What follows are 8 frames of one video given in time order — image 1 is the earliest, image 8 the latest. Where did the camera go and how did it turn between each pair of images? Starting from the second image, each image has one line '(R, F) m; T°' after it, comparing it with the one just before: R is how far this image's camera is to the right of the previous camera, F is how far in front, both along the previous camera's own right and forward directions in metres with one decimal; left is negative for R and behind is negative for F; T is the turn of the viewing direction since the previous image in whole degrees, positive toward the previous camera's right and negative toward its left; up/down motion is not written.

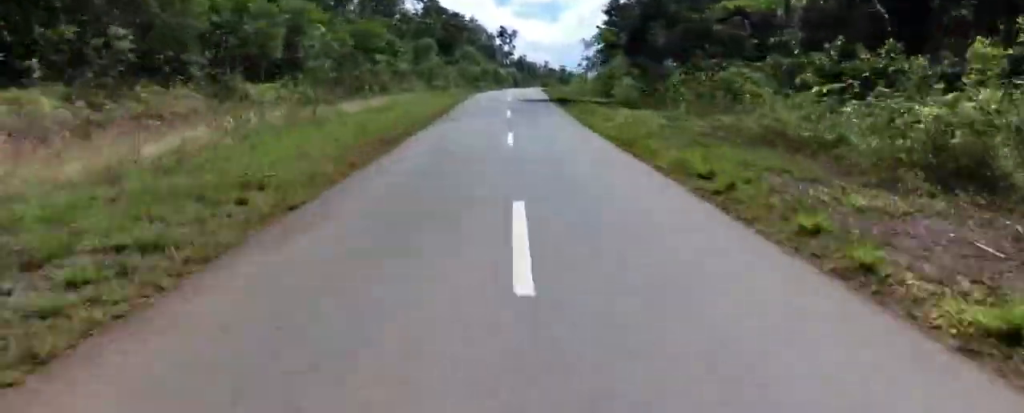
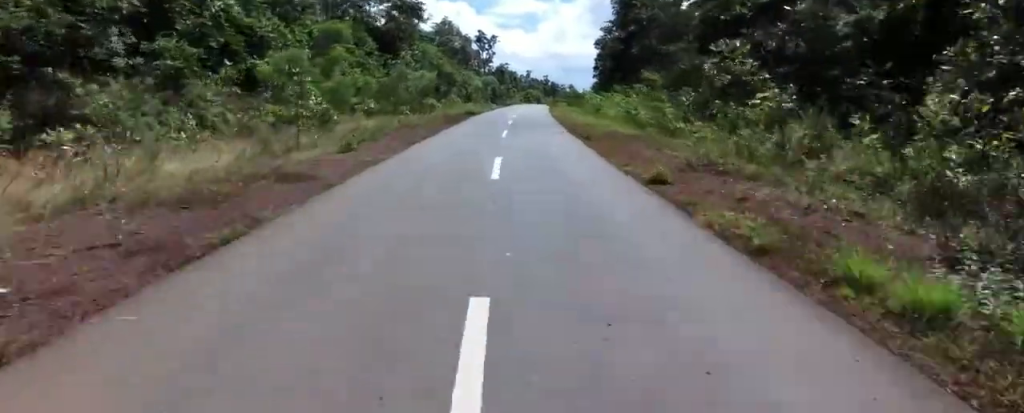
(-0.5, +35.5) m; 0°
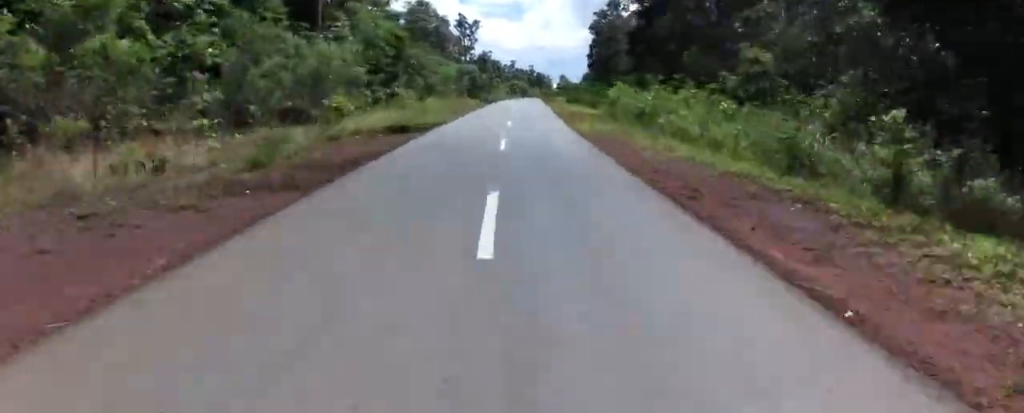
(+0.3, +20.9) m; +2°
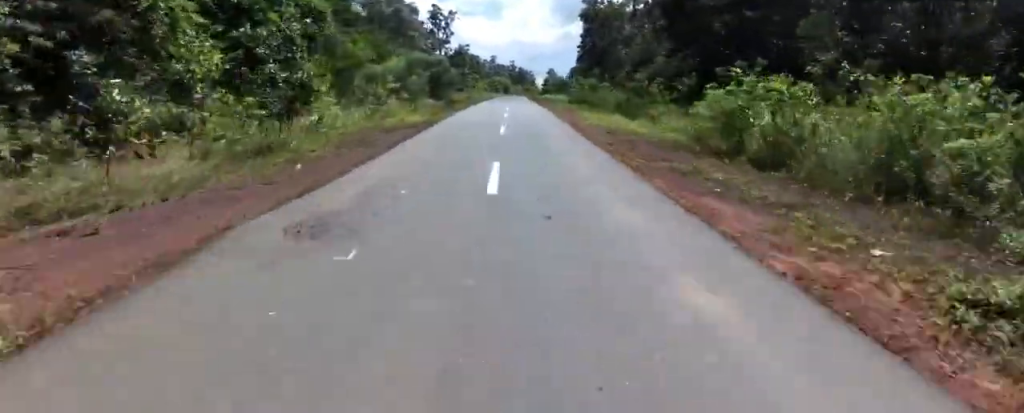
(+0.6, +22.8) m; +3°
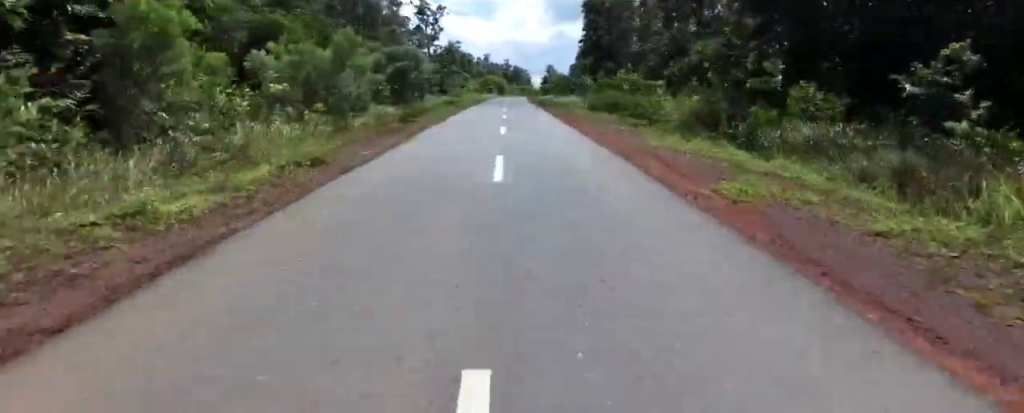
(-0.4, +15.7) m; +3°
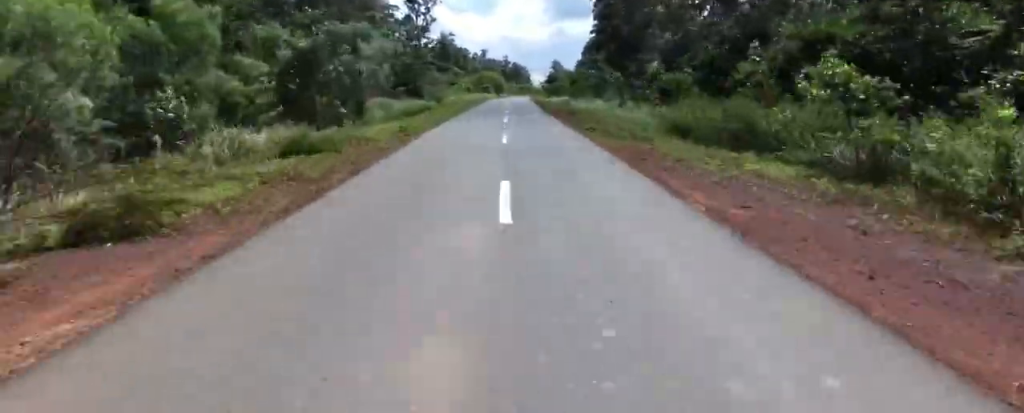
(+1.3, +17.8) m; +2°
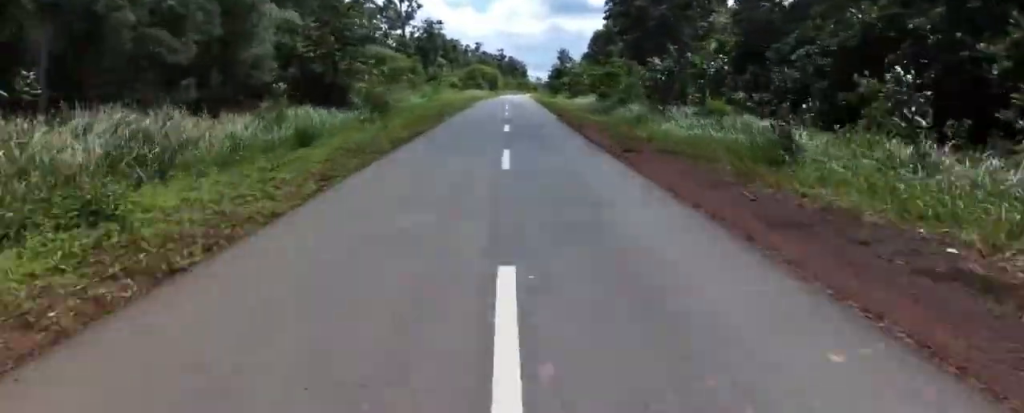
(+0.4, +20.6) m; 0°
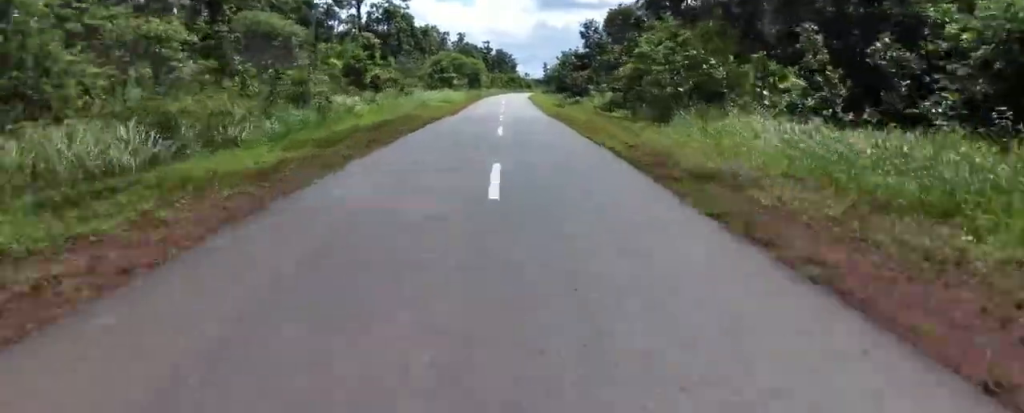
(-1.3, +36.4) m; -4°
